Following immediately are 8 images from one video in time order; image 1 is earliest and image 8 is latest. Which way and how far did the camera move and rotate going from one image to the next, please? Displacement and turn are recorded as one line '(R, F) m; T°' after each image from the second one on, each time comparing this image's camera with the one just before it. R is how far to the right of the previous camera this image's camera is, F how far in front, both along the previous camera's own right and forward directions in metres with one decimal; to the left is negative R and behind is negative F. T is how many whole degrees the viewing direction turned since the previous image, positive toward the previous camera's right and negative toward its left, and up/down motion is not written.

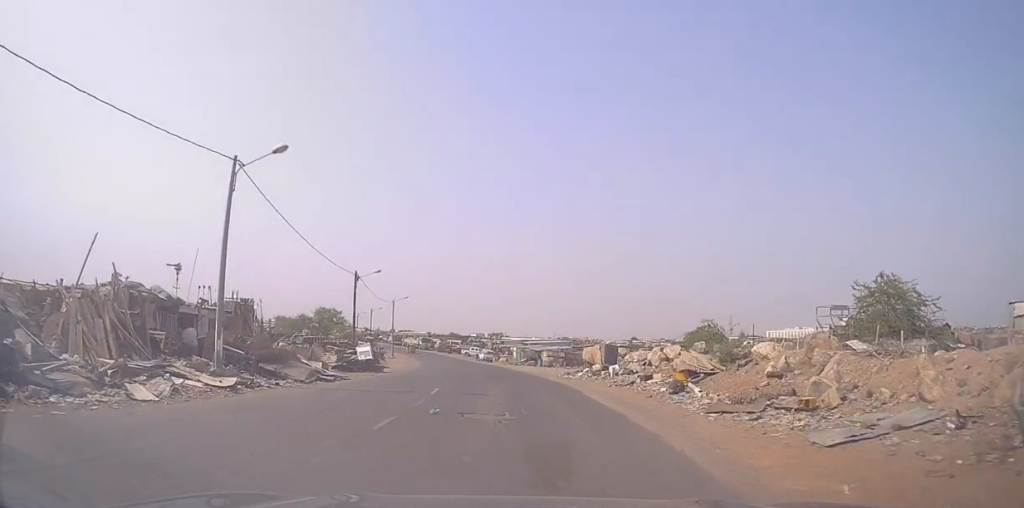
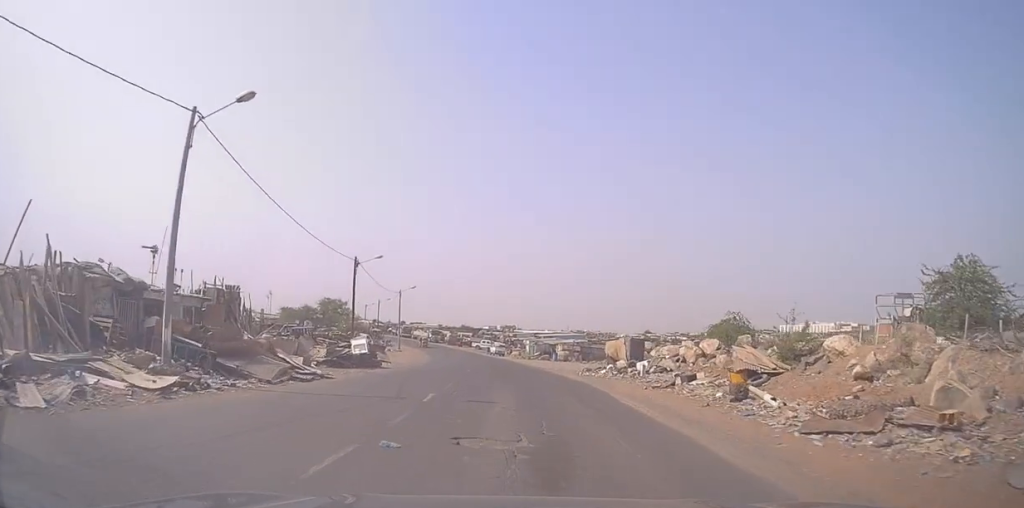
(0.0, +4.2) m; -1°
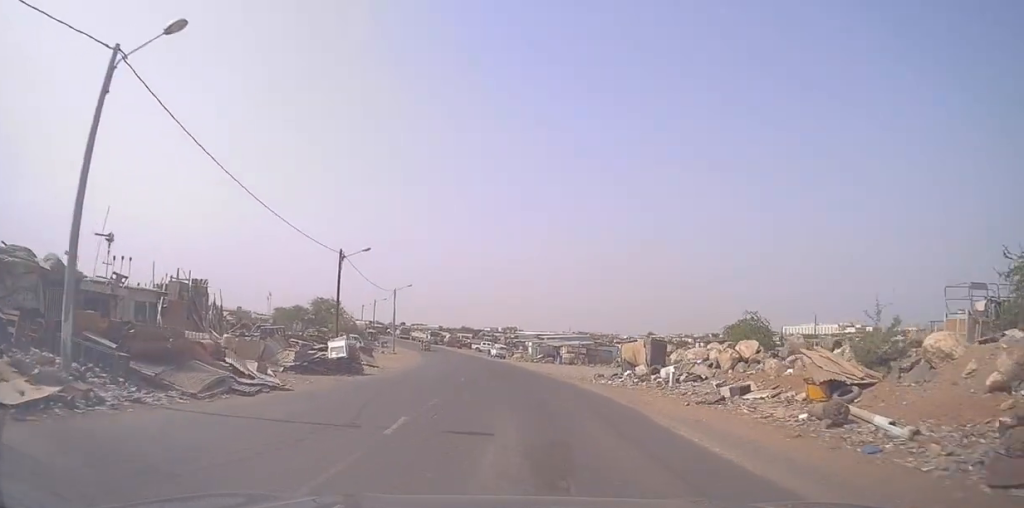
(-0.2, +4.6) m; -1°
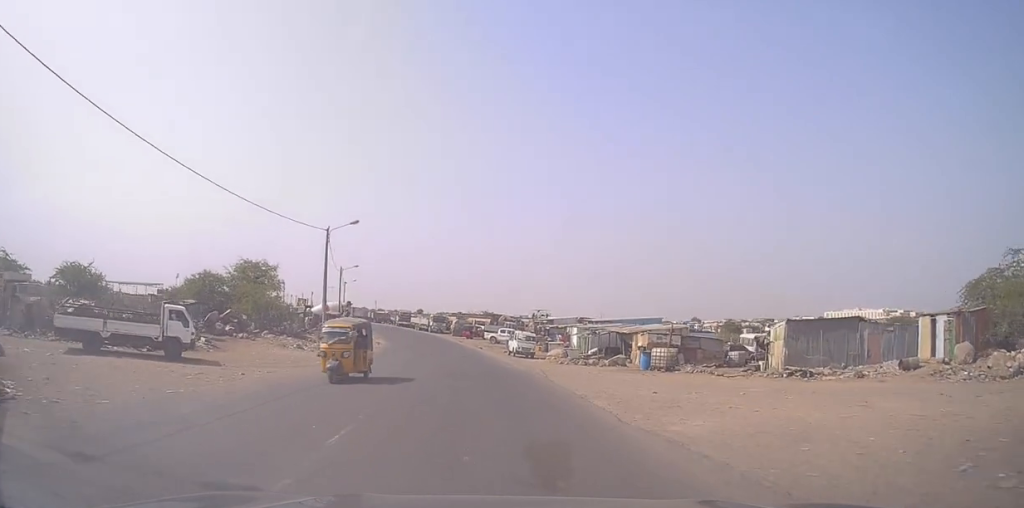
(-1.5, +33.7) m; -4°
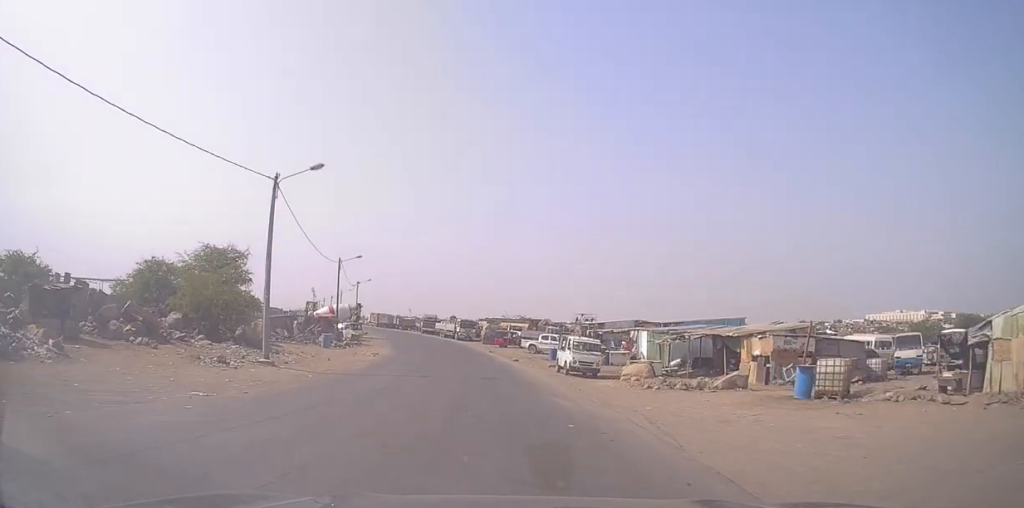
(-0.1, +14.2) m; -4°
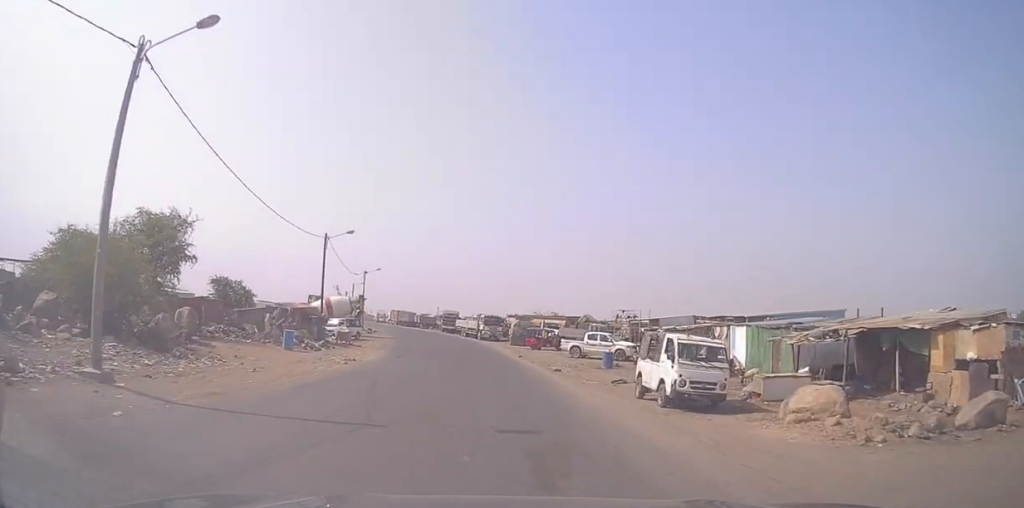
(-0.8, +12.6) m; -4°
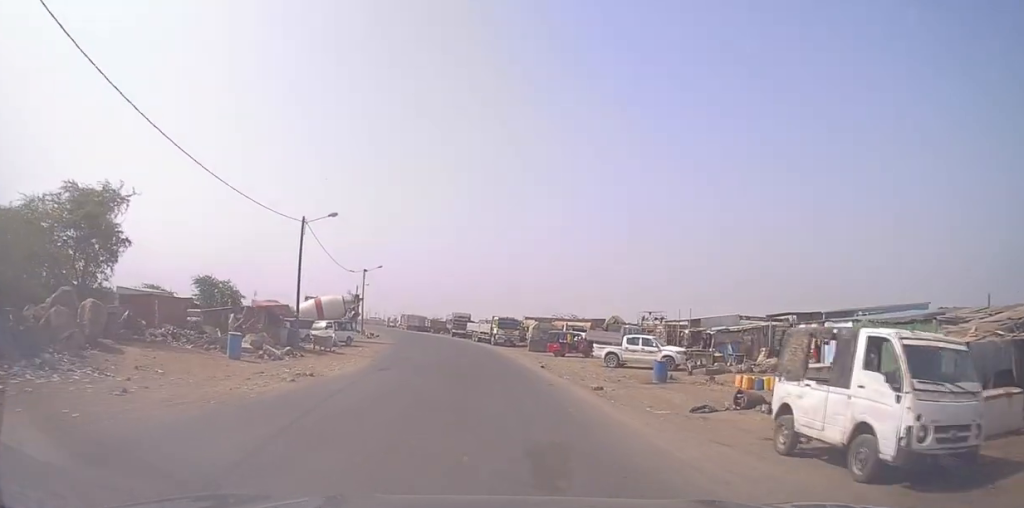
(-0.1, +8.2) m; +1°
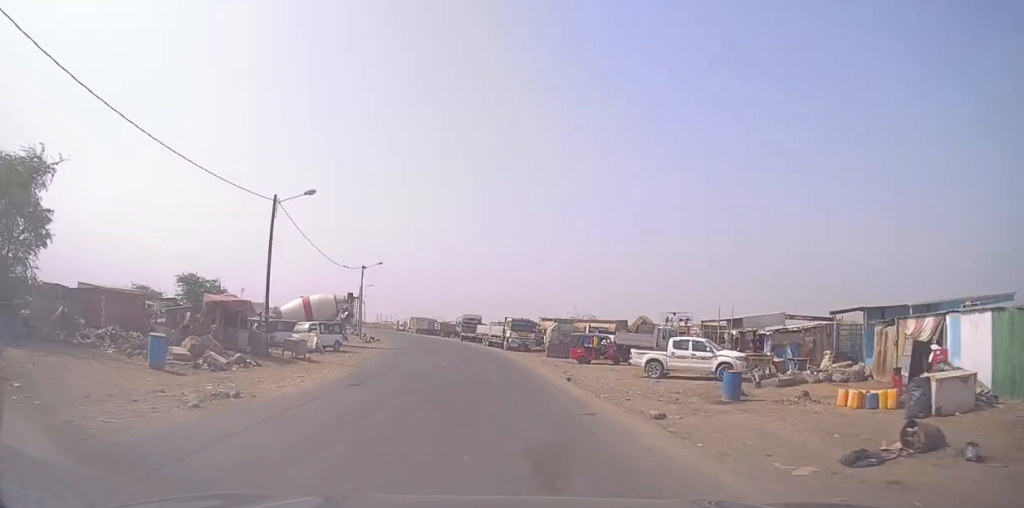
(+0.1, +6.6) m; -1°
